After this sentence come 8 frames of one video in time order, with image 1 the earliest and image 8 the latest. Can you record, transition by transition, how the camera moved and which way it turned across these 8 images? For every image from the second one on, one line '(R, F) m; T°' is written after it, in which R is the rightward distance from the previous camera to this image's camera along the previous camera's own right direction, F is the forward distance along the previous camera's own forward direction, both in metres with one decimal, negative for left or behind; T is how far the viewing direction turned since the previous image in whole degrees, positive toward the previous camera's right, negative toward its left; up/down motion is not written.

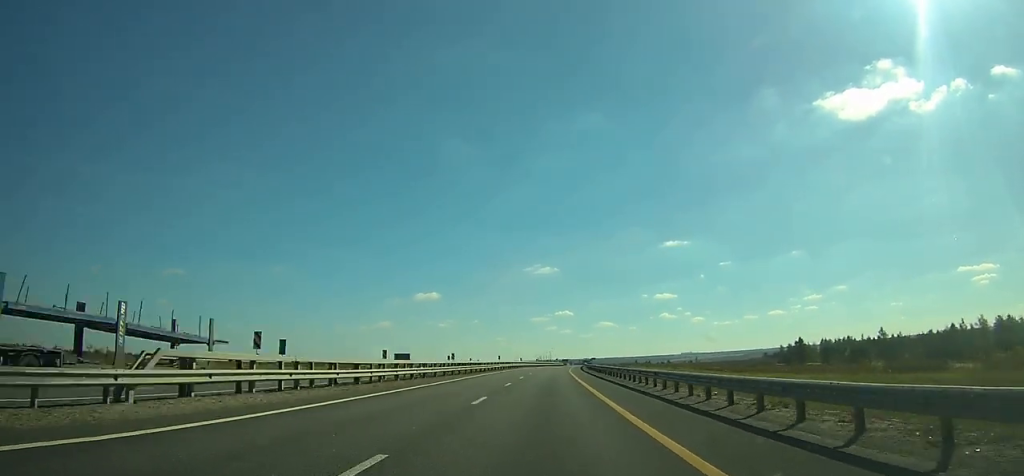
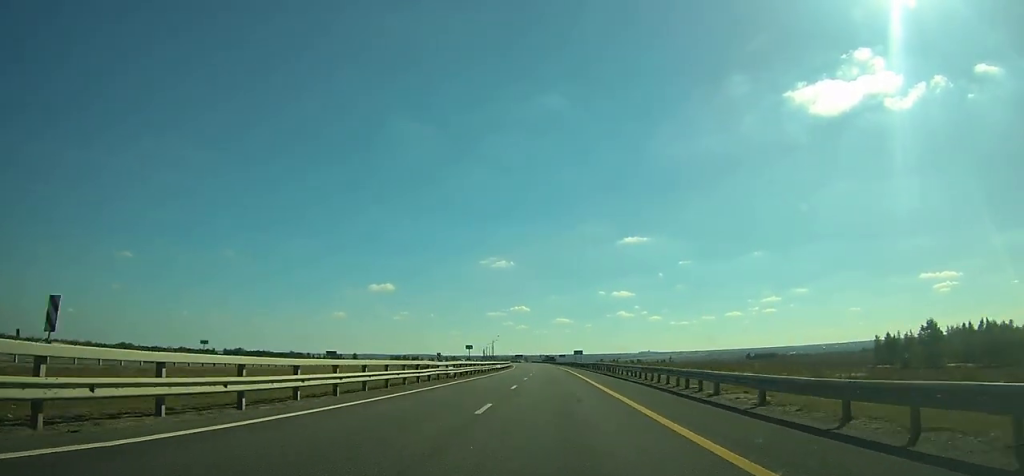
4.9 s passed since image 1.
(+3.9, +160.5) m; +2°
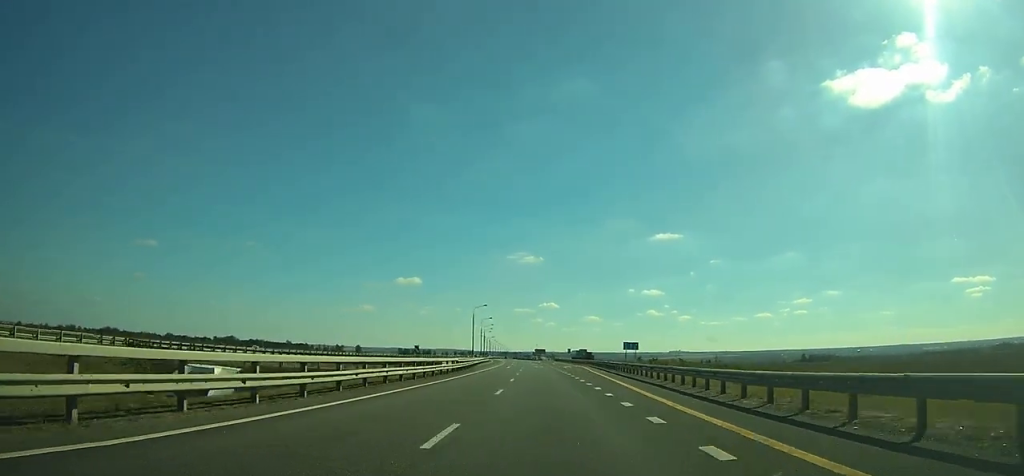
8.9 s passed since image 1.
(-1.1, +124.3) m; -2°
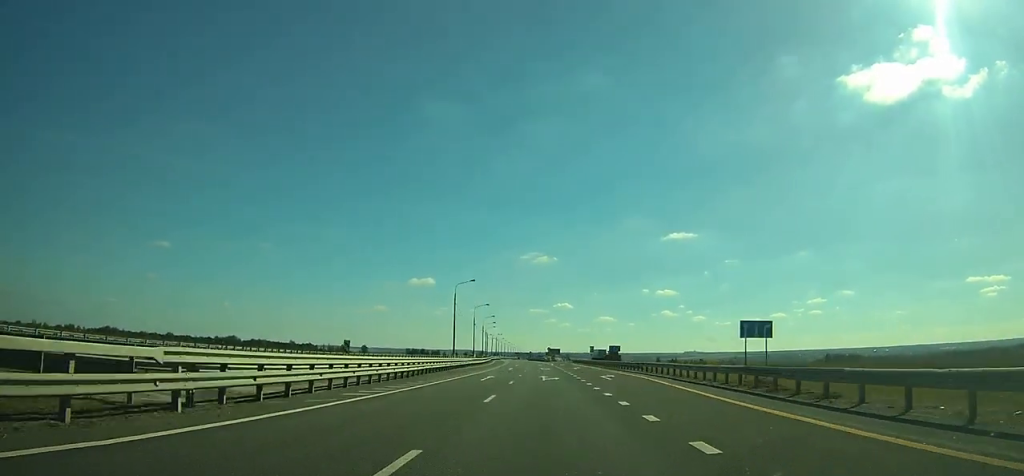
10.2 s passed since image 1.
(-0.9, +38.4) m; -1°
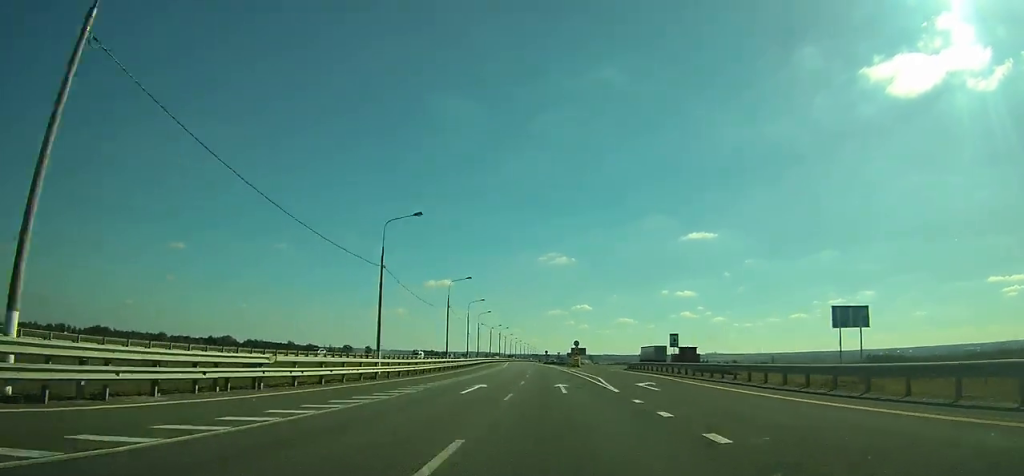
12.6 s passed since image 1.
(-1.4, +70.6) m; -2°
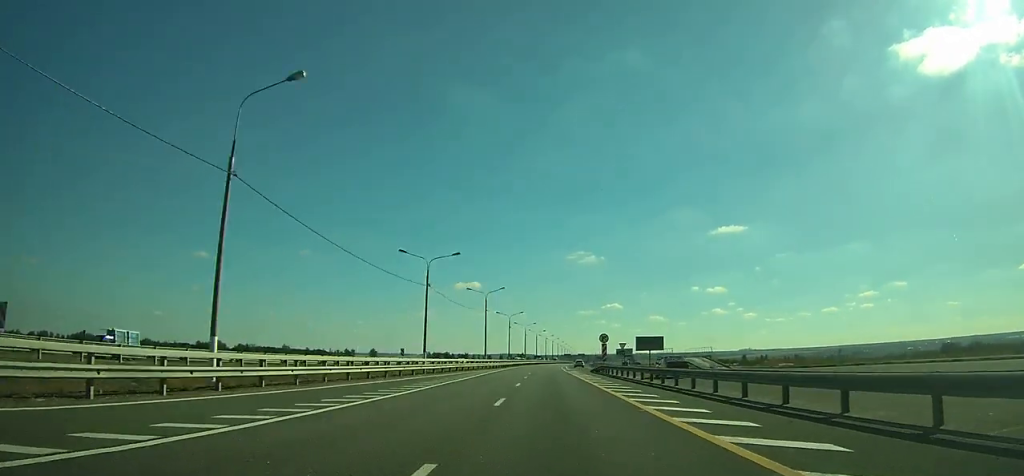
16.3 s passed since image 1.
(-2.6, +111.0) m; -1°
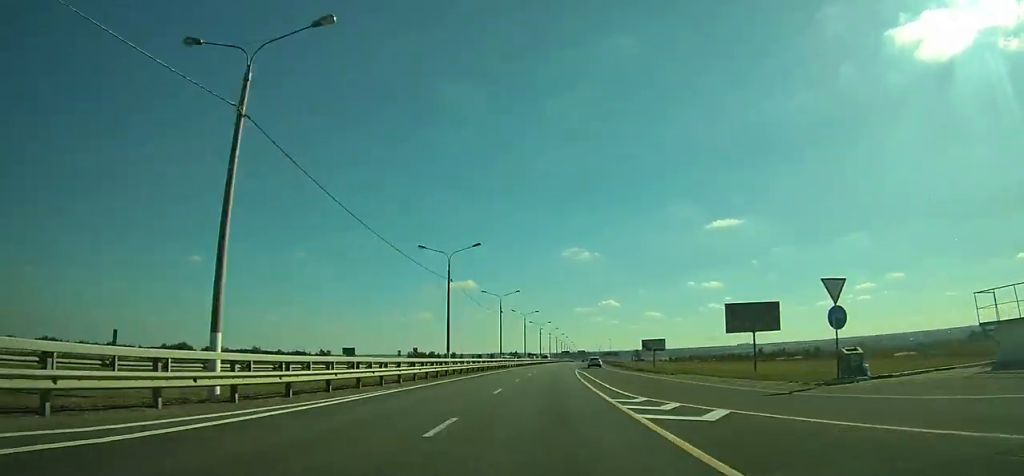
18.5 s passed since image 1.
(-0.2, +68.2) m; +1°
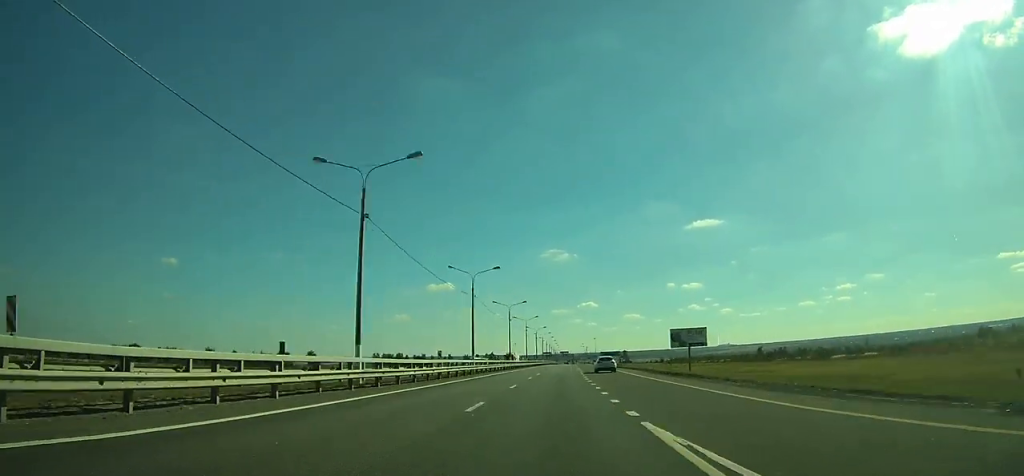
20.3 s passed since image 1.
(+0.2, +55.8) m; +1°
